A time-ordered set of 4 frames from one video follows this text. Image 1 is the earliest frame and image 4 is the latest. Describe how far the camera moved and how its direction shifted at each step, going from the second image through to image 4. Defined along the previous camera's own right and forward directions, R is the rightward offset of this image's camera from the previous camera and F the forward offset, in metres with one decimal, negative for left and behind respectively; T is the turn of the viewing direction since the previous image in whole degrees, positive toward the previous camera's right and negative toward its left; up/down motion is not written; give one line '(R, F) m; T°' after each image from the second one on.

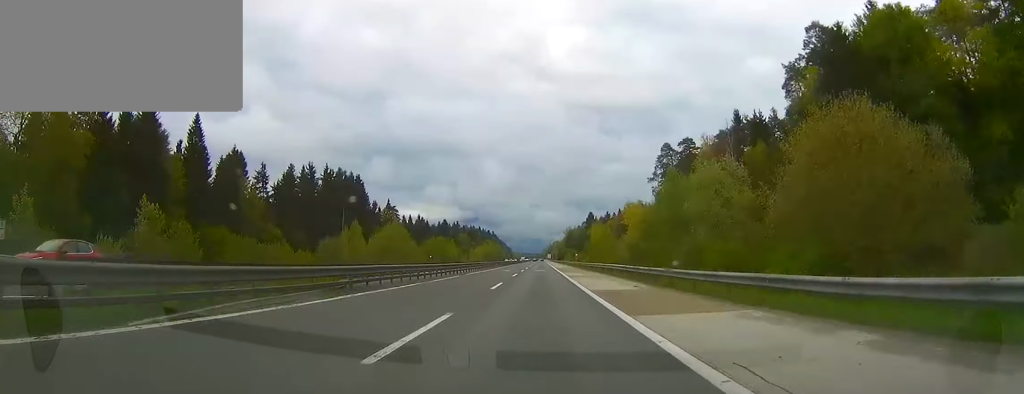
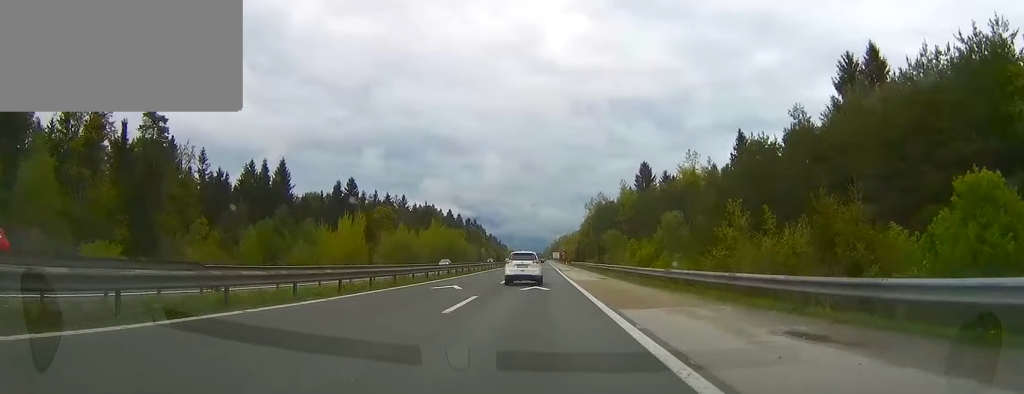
(0.0, +178.0) m; 0°
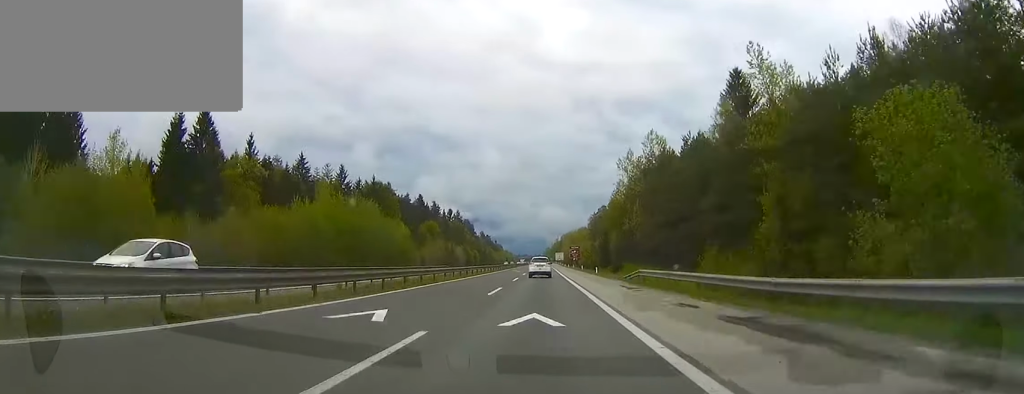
(0.0, +82.9) m; 0°
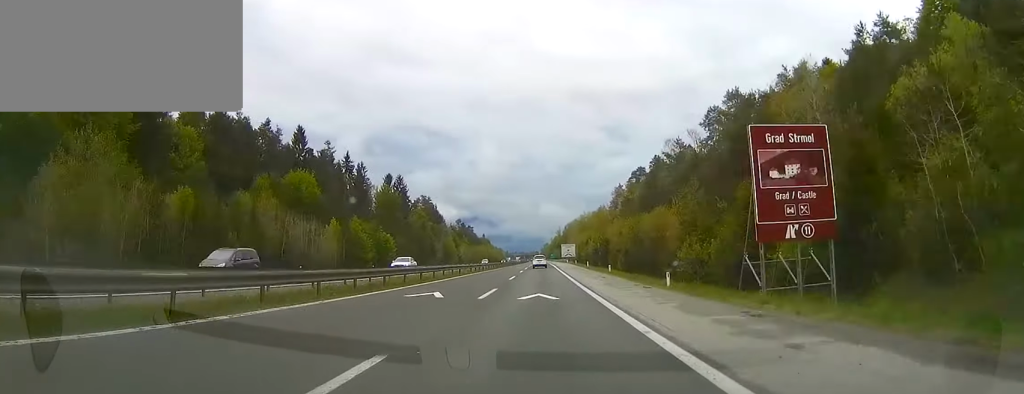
(+0.1, +131.7) m; 0°
